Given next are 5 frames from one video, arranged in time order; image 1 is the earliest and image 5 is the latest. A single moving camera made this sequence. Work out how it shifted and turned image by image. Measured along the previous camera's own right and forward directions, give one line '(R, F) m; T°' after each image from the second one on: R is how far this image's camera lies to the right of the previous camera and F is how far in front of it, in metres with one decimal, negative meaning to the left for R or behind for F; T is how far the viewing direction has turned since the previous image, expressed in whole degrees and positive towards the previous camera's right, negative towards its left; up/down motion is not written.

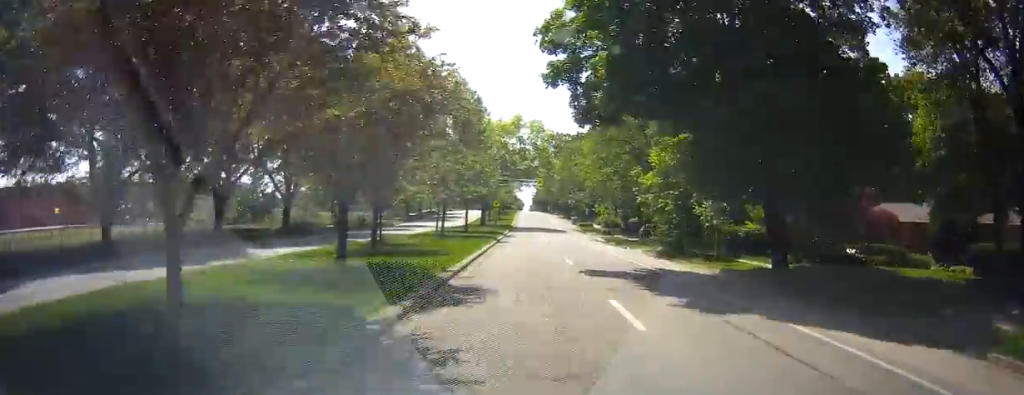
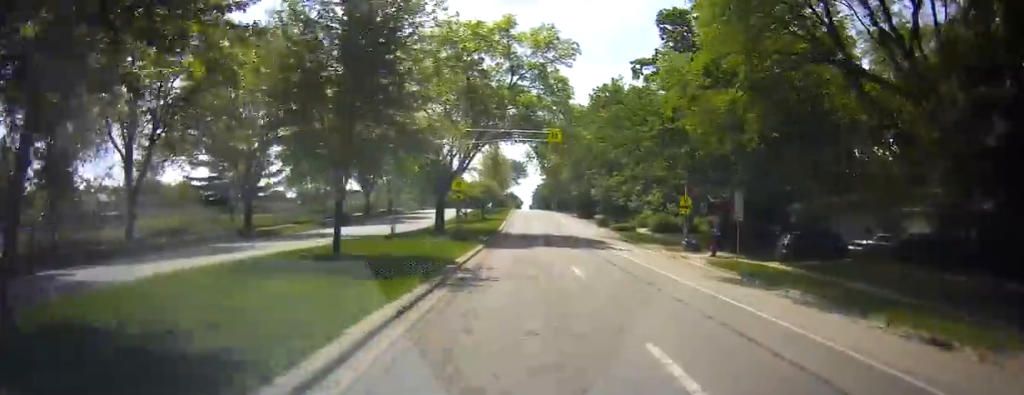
(+2.1, +40.7) m; +3°
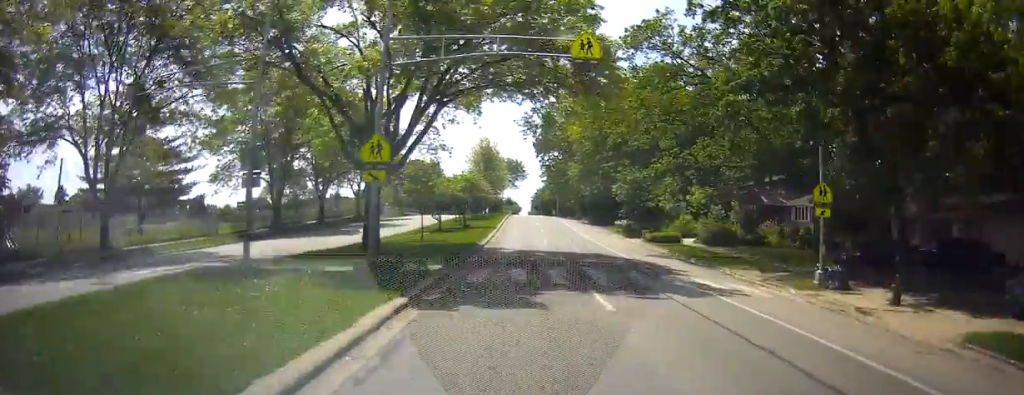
(-0.2, +18.3) m; 0°
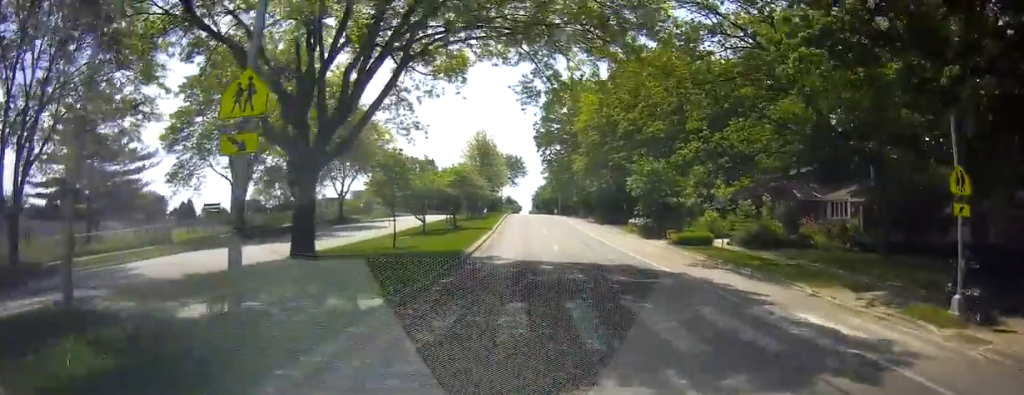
(-0.1, +7.4) m; 0°
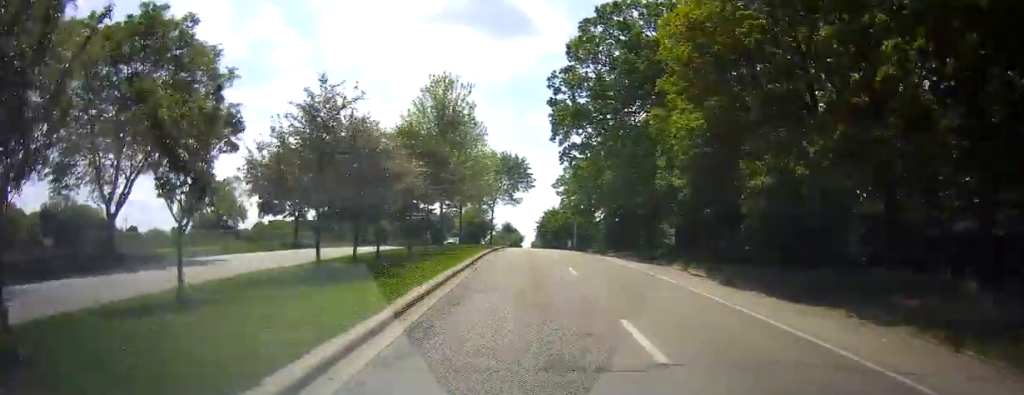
(-0.6, +44.0) m; -1°
